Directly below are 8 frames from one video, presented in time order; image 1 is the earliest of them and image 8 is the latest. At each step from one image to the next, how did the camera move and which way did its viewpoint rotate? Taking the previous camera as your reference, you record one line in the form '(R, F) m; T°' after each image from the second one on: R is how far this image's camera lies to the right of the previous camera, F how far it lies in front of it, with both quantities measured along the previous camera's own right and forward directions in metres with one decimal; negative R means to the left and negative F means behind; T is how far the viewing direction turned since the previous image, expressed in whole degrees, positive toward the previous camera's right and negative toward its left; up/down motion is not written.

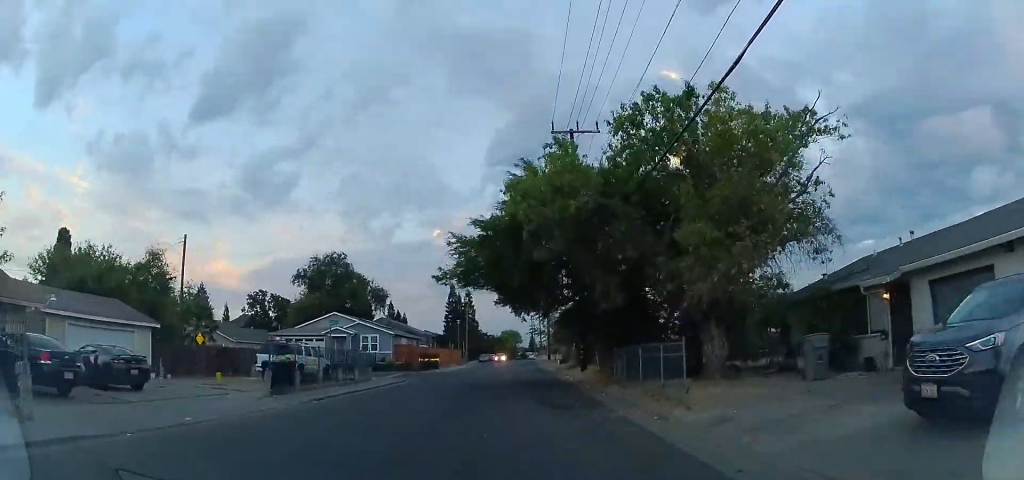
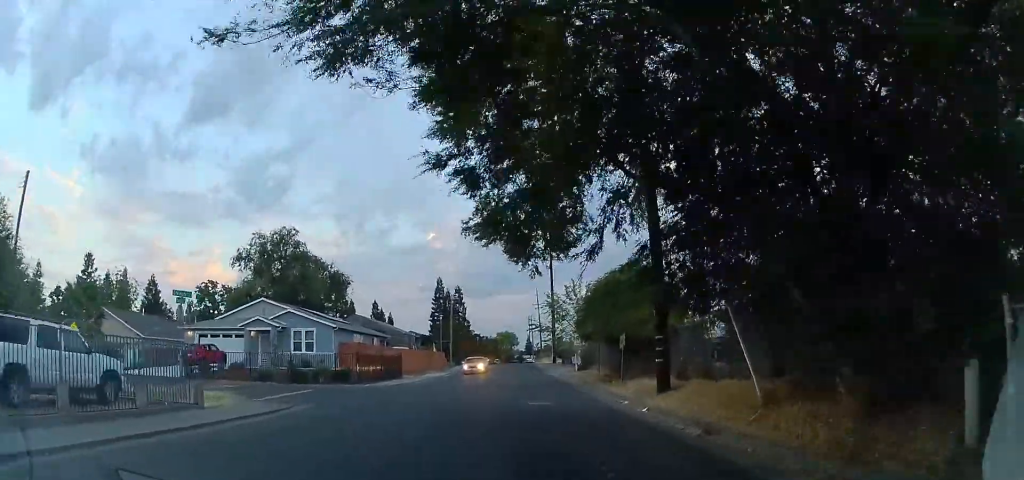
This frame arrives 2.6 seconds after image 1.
(+0.7, +16.8) m; +6°
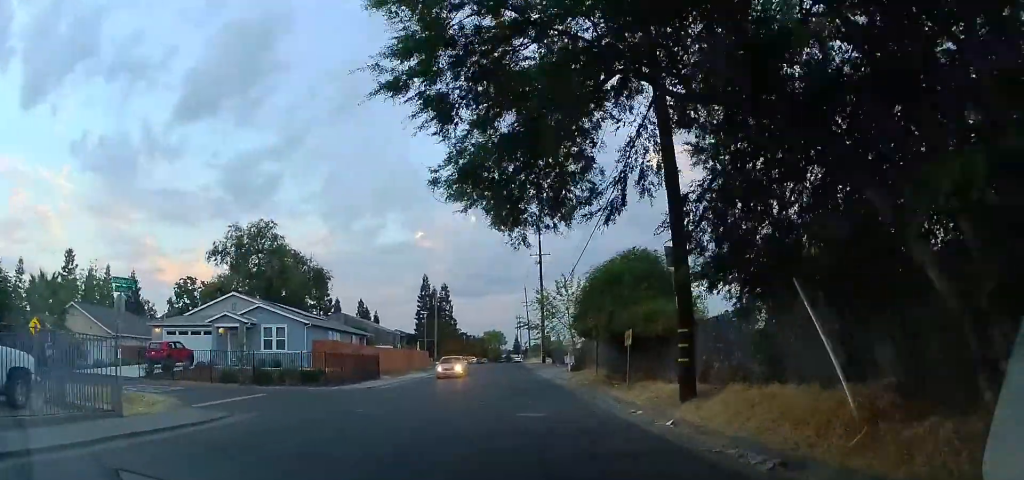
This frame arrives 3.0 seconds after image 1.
(+0.2, +3.0) m; 0°
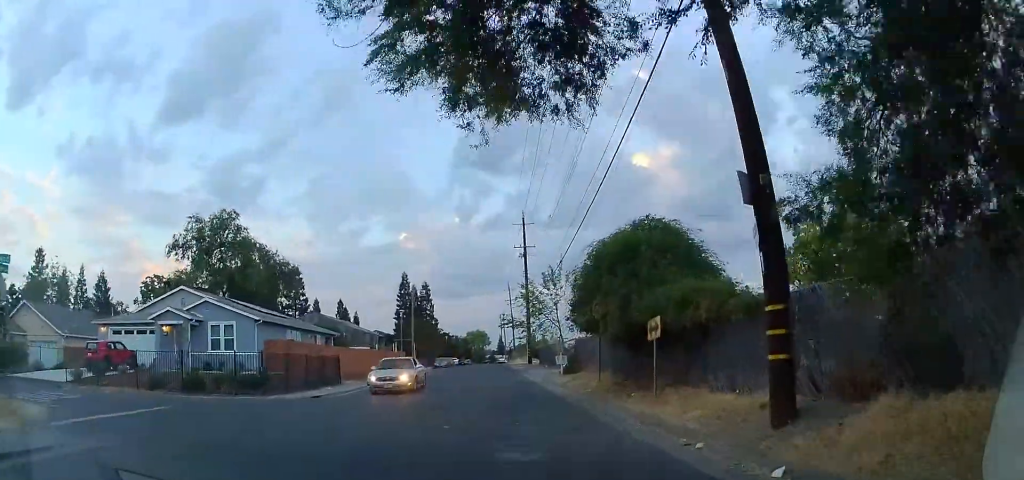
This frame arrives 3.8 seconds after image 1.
(+0.1, +4.9) m; -1°
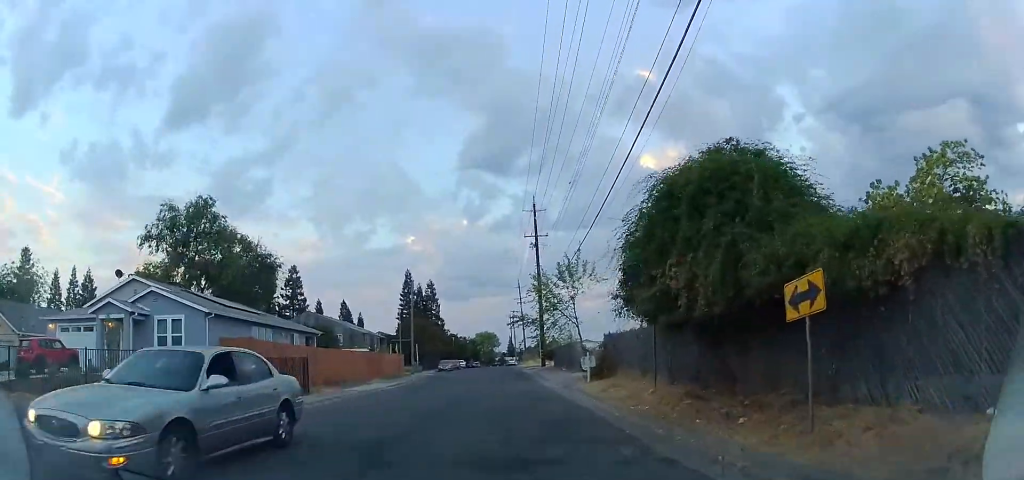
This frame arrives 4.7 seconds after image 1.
(-0.3, +5.9) m; -3°
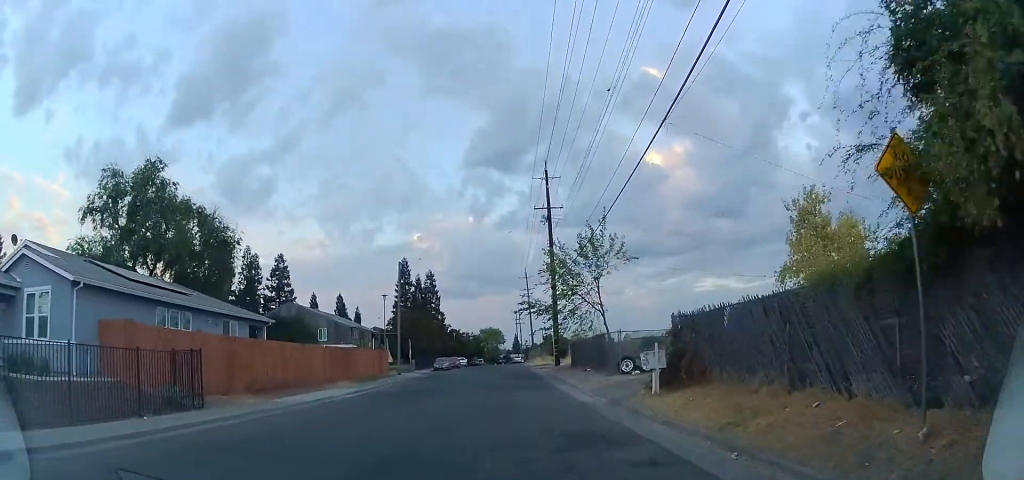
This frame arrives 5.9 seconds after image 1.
(0.0, +8.6) m; 0°
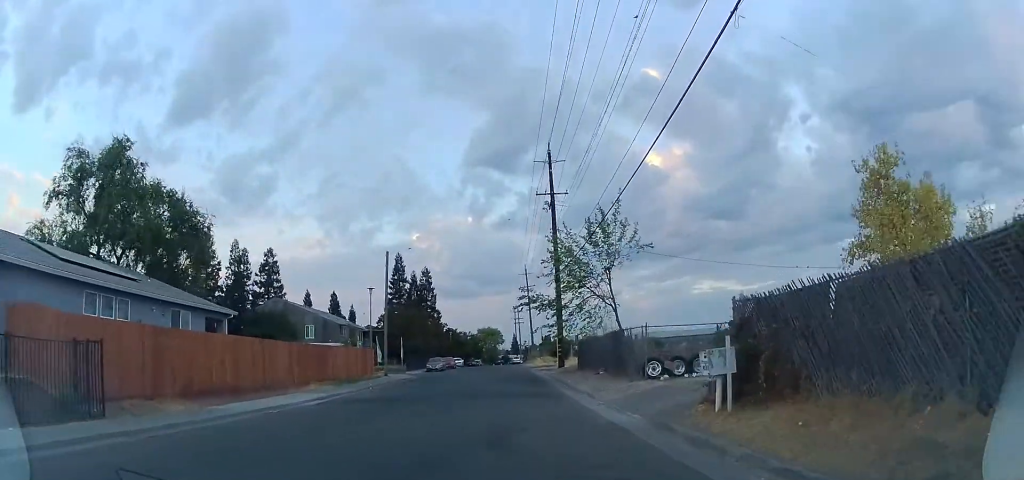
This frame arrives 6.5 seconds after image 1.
(0.0, +4.1) m; 0°
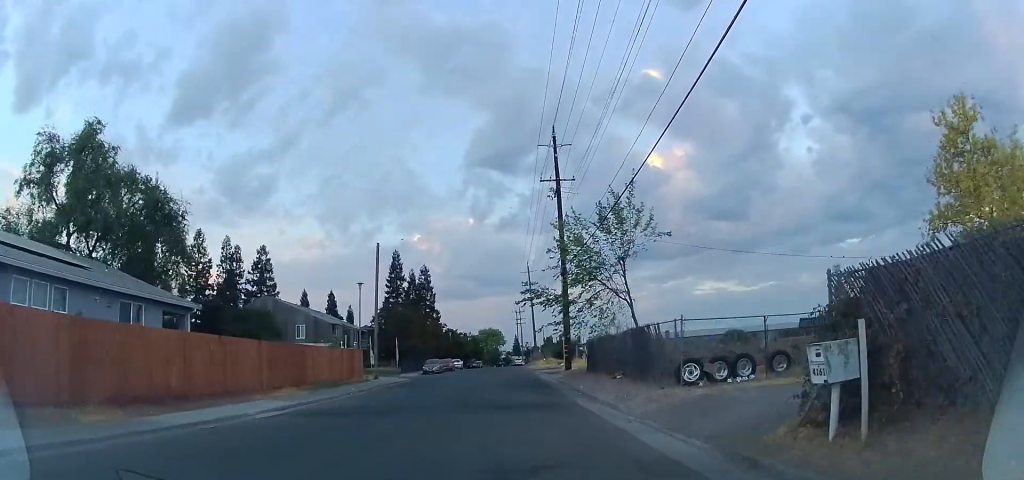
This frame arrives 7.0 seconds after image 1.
(0.0, +3.6) m; 0°
